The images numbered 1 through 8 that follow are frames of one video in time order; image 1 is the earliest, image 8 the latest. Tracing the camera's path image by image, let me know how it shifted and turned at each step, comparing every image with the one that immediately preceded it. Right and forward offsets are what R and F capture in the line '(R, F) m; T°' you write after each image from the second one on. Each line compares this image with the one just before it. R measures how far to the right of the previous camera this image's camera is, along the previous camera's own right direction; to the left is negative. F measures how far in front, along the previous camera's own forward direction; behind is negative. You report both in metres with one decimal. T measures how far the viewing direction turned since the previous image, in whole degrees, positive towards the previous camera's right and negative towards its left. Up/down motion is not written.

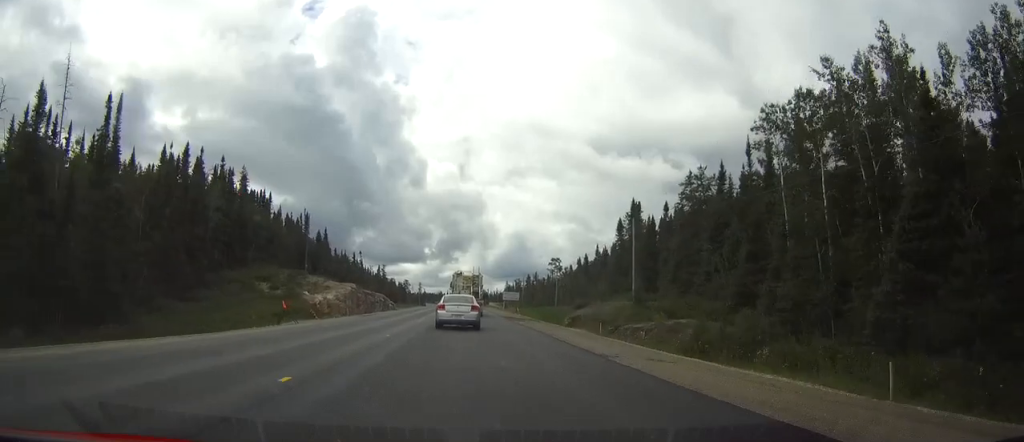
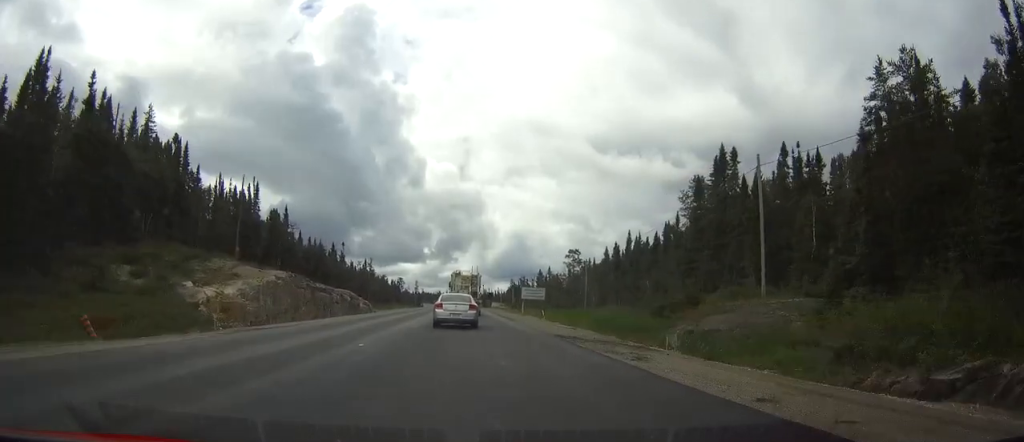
(+0.1, +33.5) m; 0°
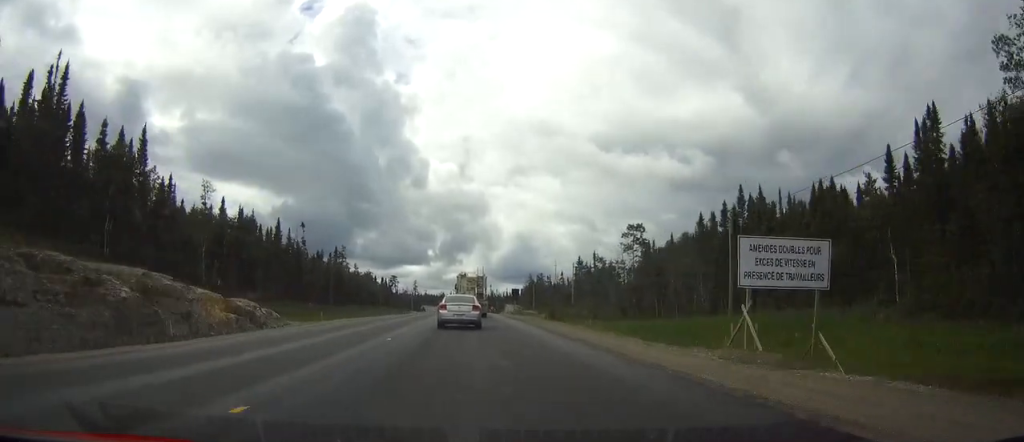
(-0.3, +55.8) m; -1°
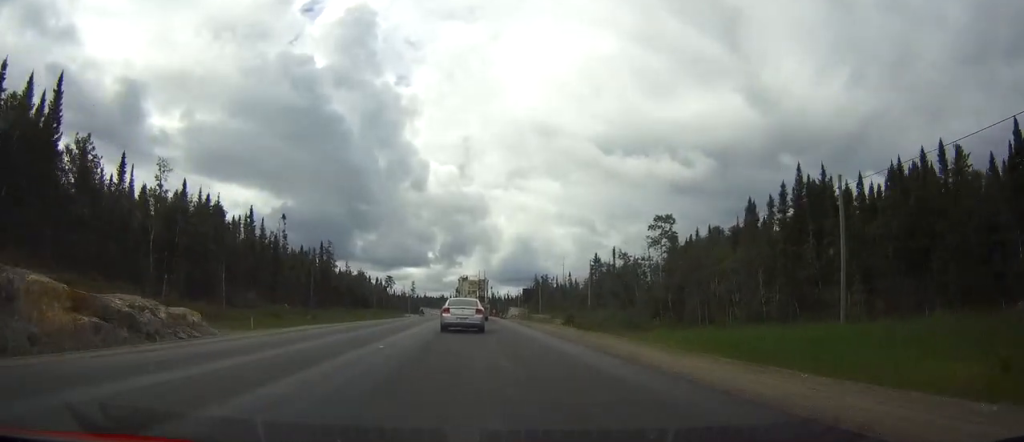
(0.0, +15.9) m; -1°
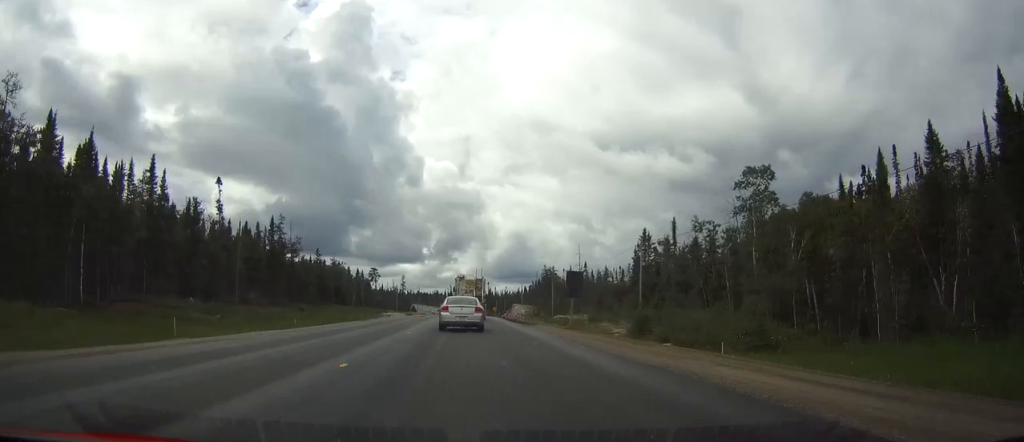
(-0.3, +33.5) m; +2°
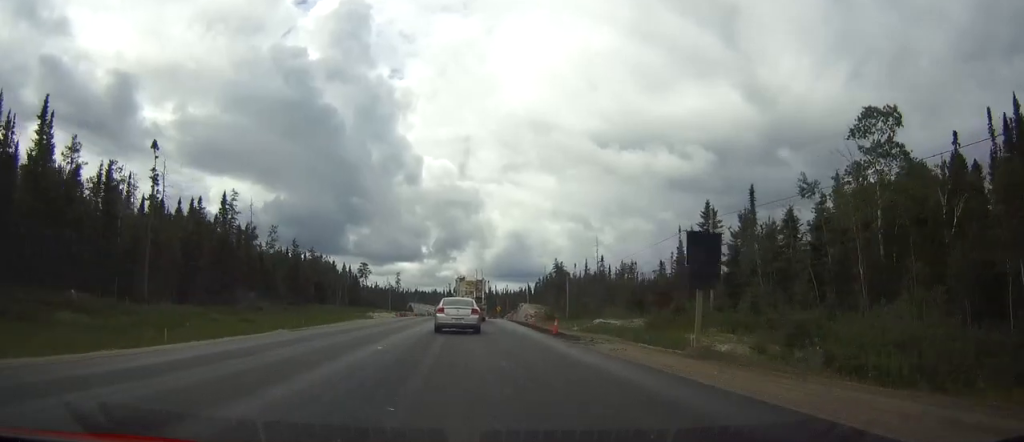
(+1.0, +21.9) m; +1°
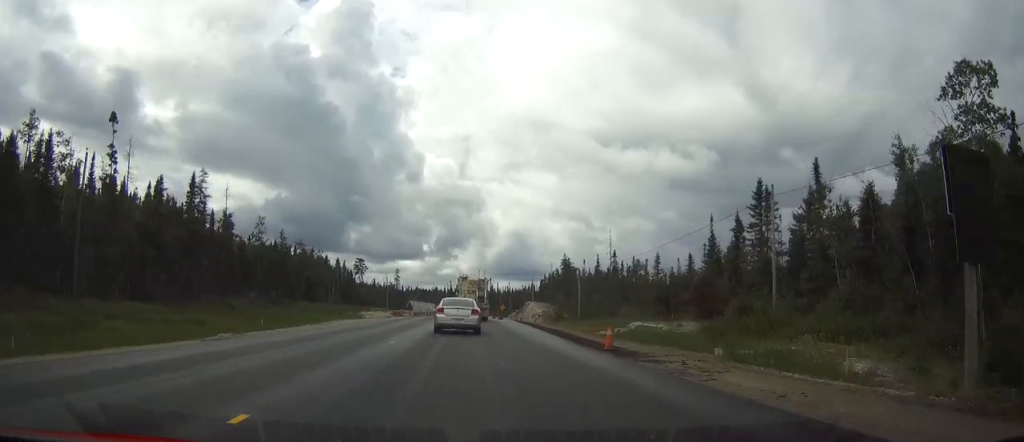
(-0.2, +11.0) m; -1°
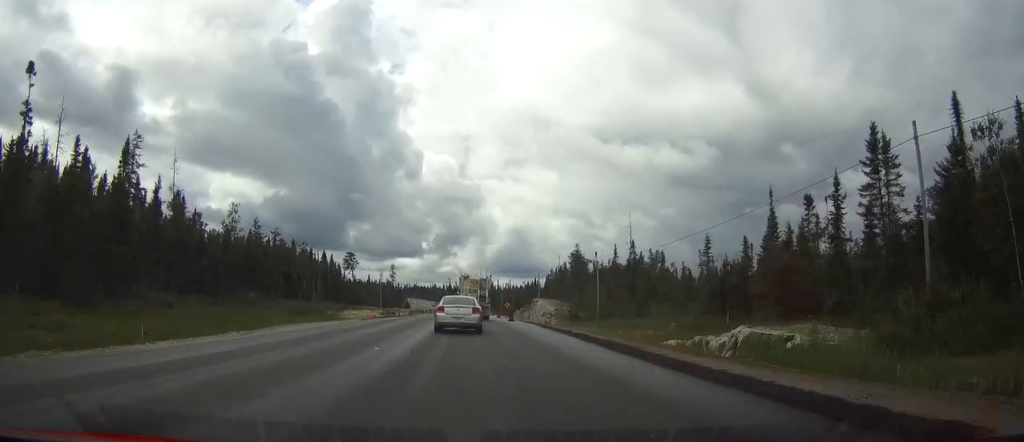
(-0.2, +16.0) m; -1°
